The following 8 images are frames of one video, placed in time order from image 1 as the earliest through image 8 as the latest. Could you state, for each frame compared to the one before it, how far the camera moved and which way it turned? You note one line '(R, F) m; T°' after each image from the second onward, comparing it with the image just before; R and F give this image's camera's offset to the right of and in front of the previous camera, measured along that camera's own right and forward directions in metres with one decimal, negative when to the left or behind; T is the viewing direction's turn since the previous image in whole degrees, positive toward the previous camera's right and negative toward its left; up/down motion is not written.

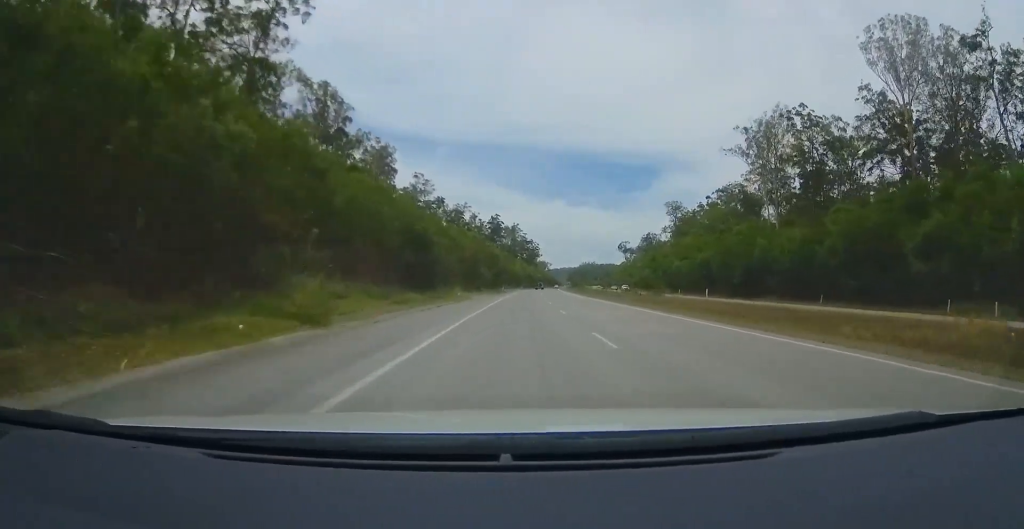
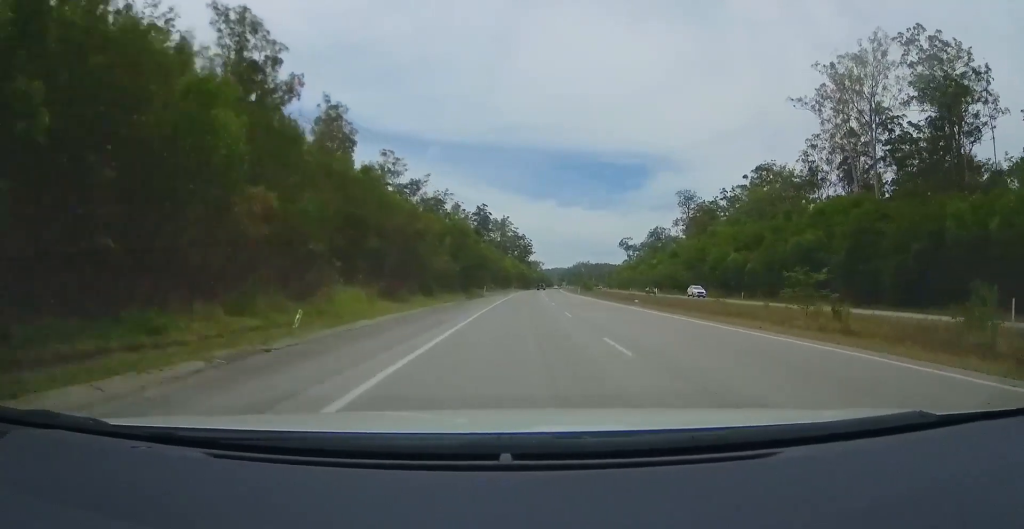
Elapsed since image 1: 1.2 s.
(+0.3, +36.3) m; +1°
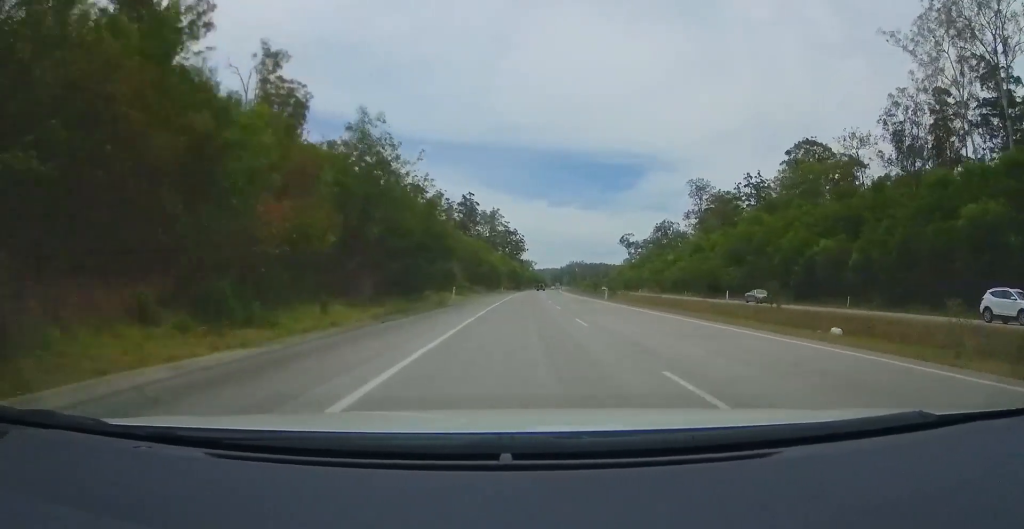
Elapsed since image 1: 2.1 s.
(+0.2, +27.8) m; +1°
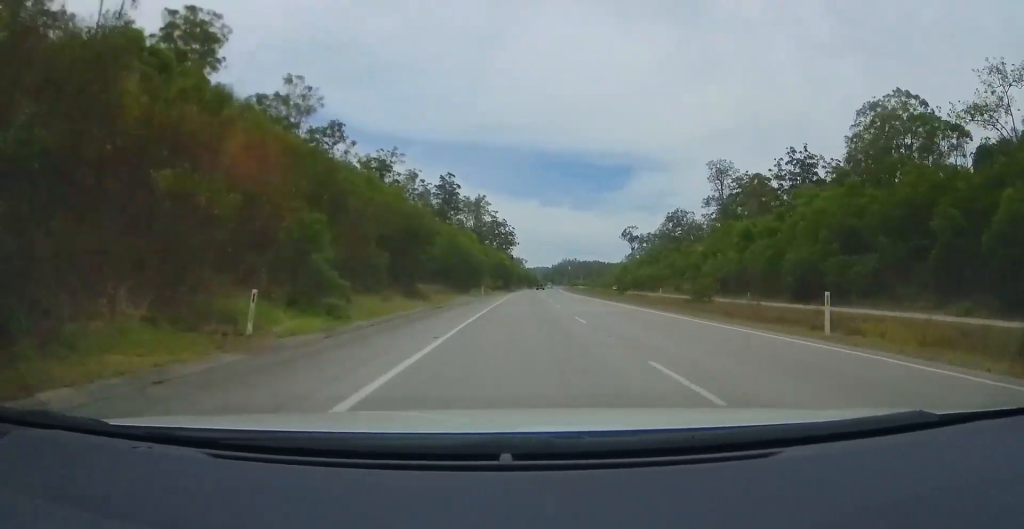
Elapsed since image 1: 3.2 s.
(+0.6, +33.7) m; +2°
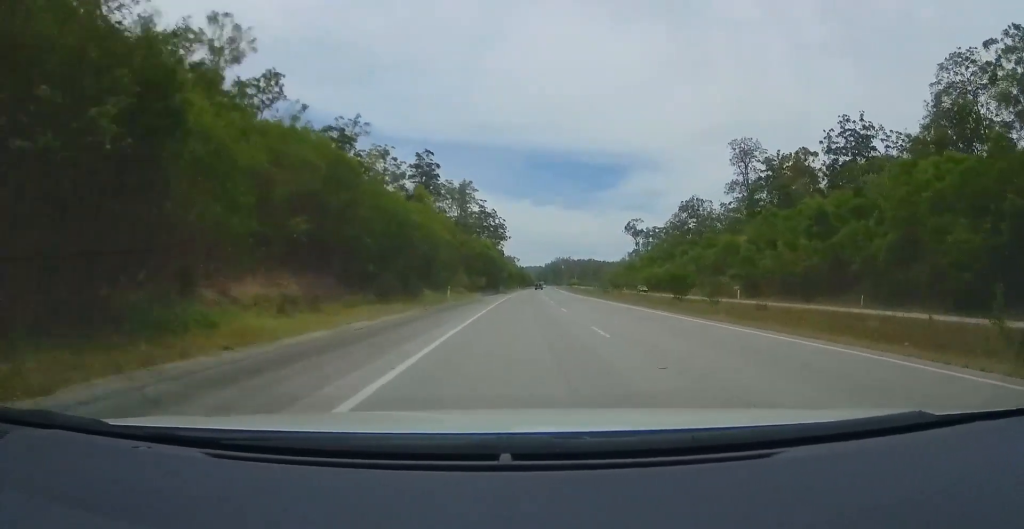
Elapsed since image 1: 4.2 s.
(+0.6, +28.8) m; +1°
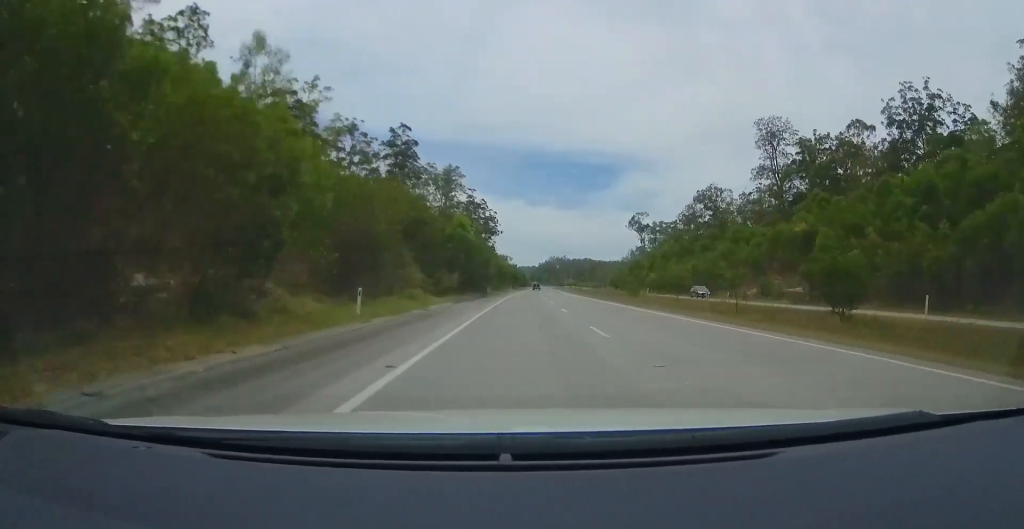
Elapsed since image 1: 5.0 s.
(0.0, +22.8) m; 0°
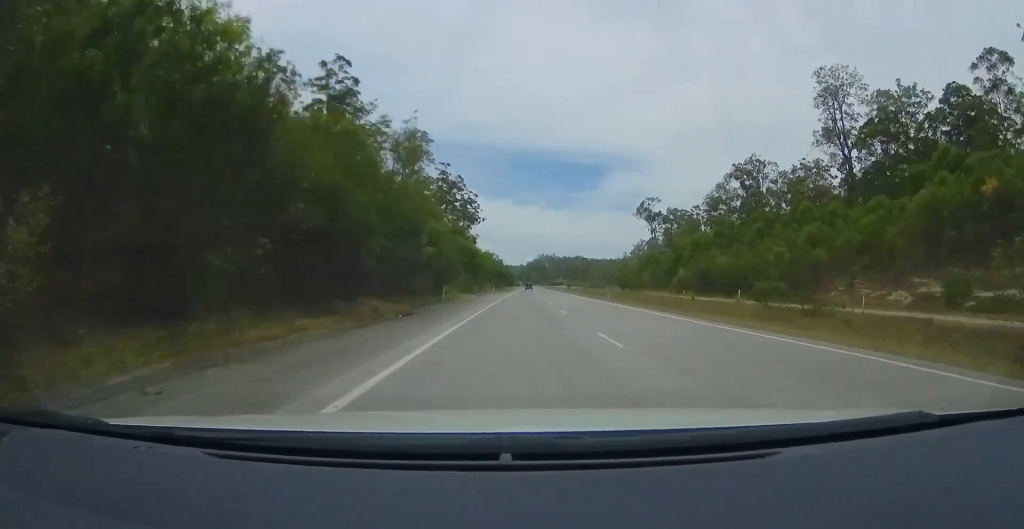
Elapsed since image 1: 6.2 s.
(+0.1, +37.4) m; +1°
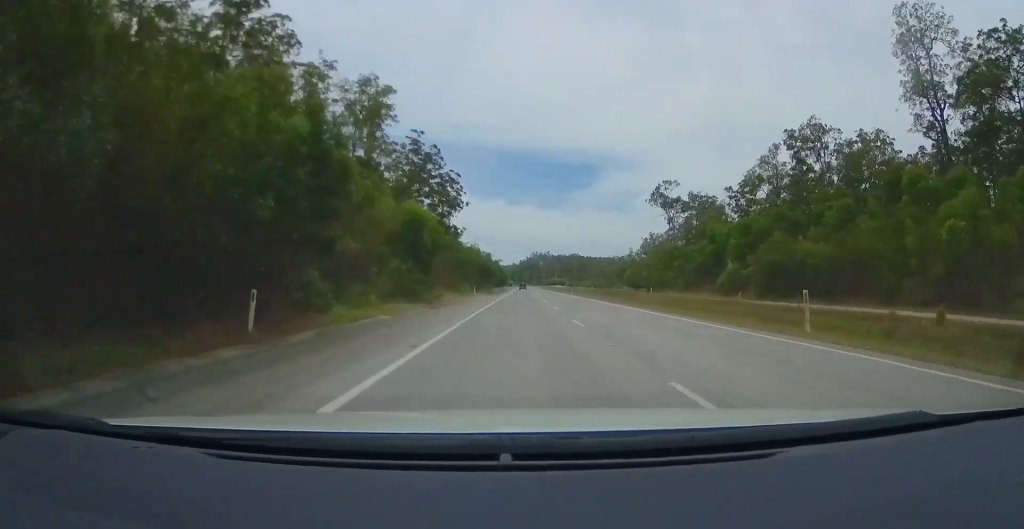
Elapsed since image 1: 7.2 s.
(+0.4, +30.2) m; +1°
